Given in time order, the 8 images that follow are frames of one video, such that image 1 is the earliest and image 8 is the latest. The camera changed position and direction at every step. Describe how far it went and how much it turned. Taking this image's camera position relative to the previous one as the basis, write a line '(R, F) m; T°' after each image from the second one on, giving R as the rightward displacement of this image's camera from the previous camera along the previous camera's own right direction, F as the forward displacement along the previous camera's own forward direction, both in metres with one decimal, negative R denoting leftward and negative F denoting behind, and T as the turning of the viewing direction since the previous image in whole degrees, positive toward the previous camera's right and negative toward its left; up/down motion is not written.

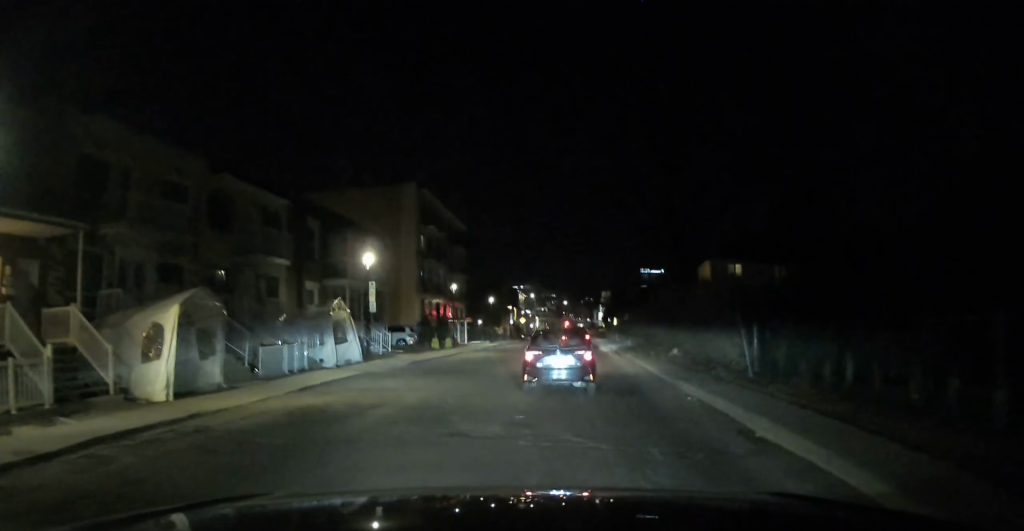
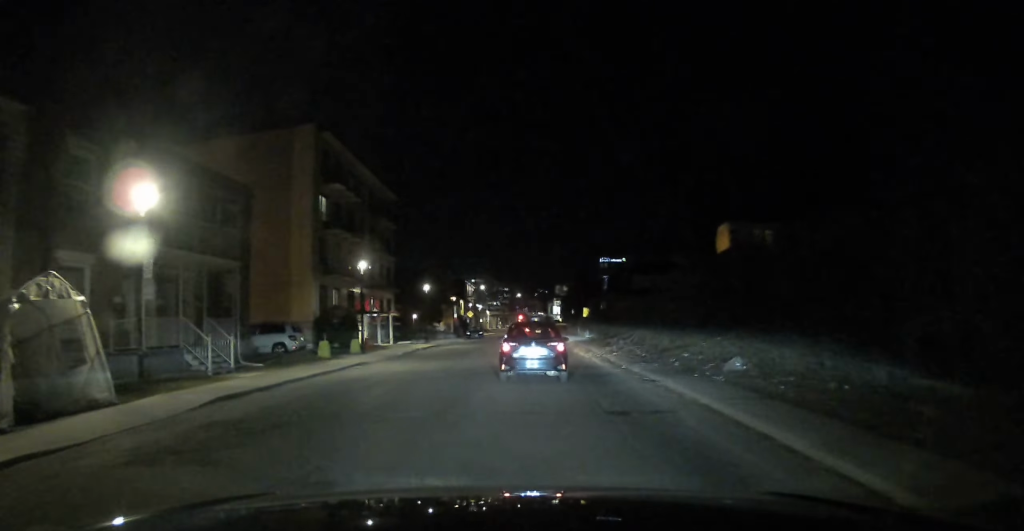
(+0.7, +15.7) m; +3°
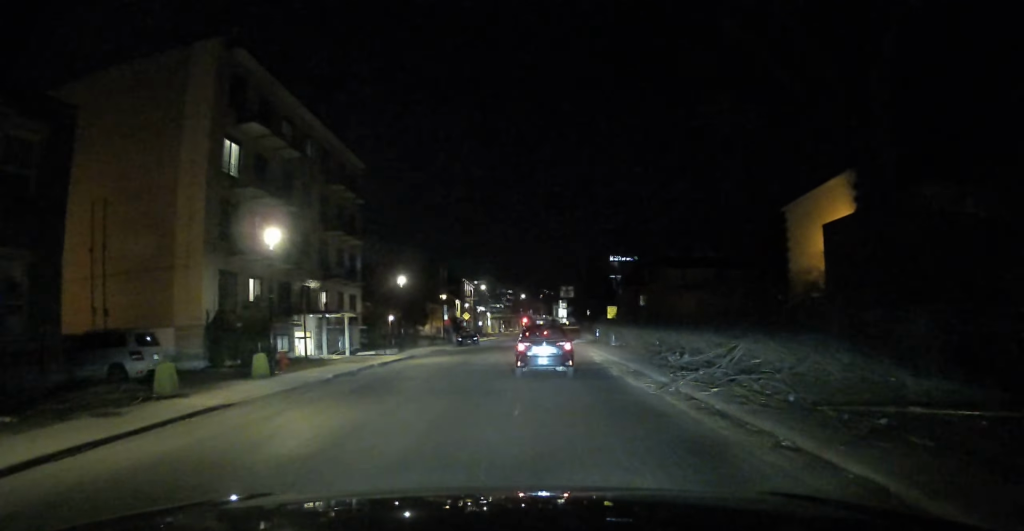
(+0.3, +14.3) m; +1°
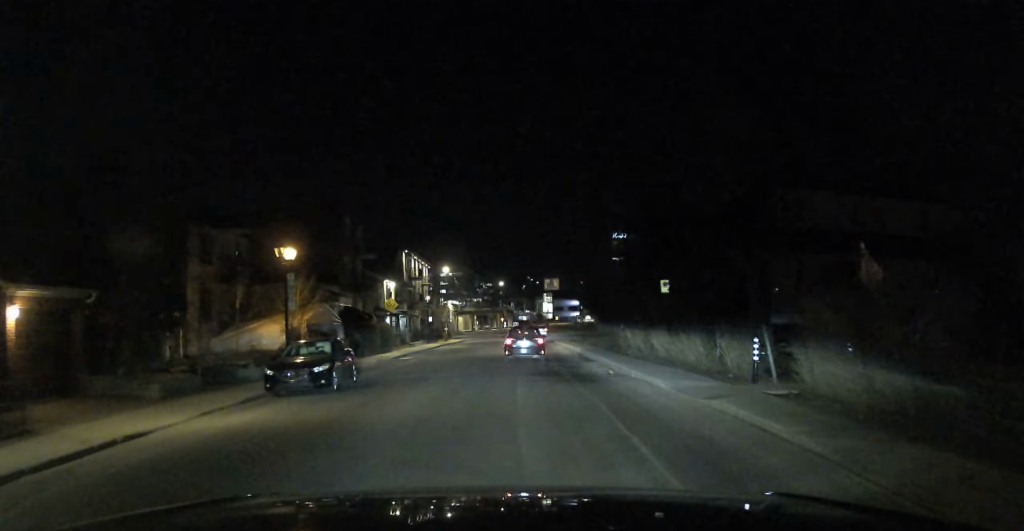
(+0.5, +40.7) m; +1°
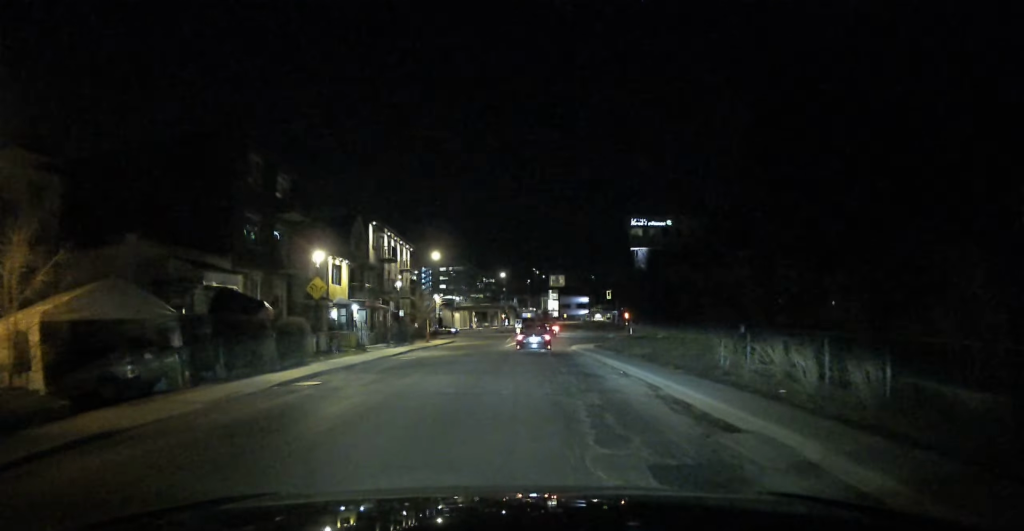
(-0.4, +18.5) m; -1°
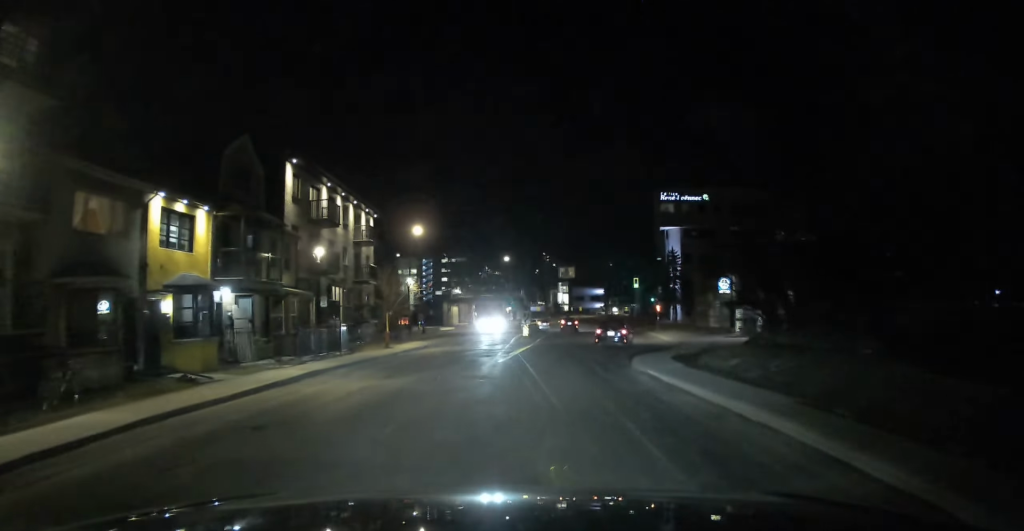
(+0.1, +20.4) m; +2°
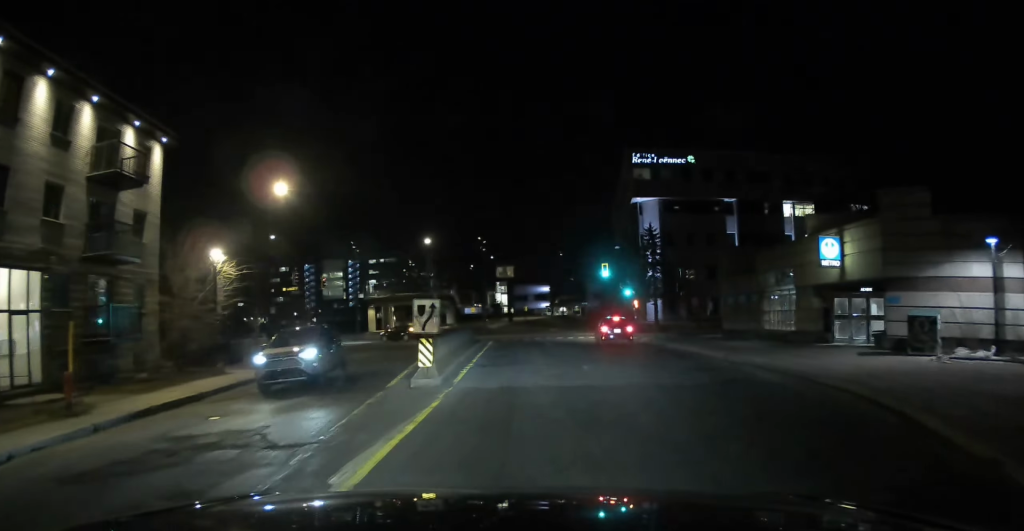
(+1.0, +23.1) m; +2°
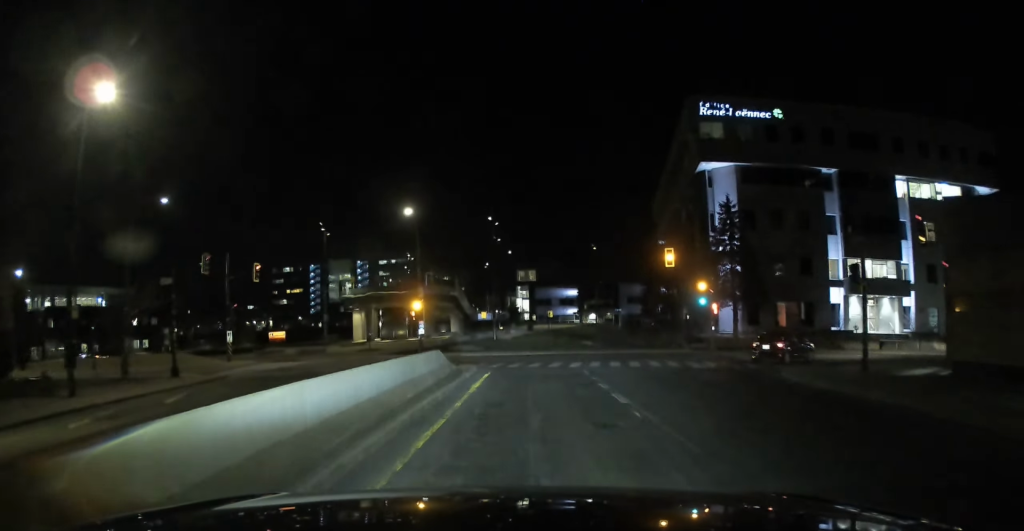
(-0.3, +16.8) m; -1°
